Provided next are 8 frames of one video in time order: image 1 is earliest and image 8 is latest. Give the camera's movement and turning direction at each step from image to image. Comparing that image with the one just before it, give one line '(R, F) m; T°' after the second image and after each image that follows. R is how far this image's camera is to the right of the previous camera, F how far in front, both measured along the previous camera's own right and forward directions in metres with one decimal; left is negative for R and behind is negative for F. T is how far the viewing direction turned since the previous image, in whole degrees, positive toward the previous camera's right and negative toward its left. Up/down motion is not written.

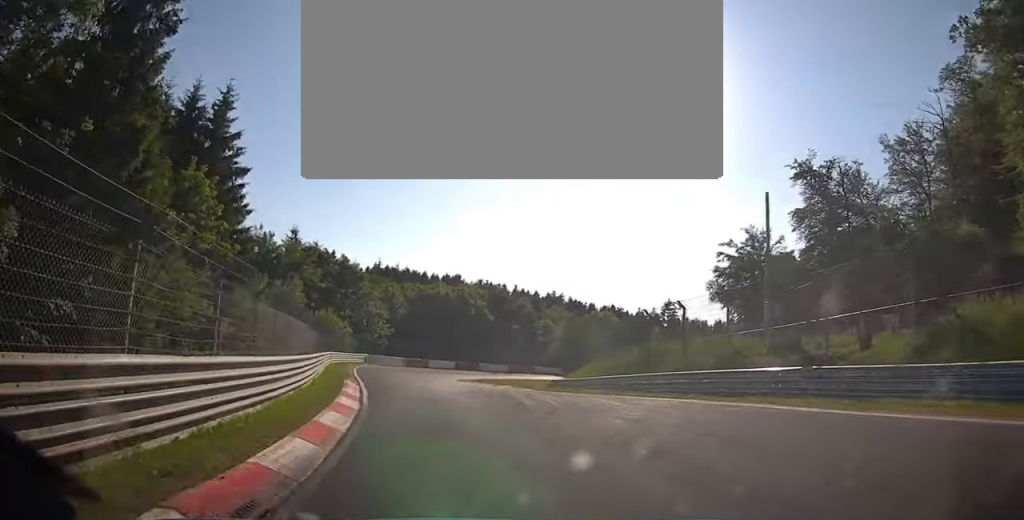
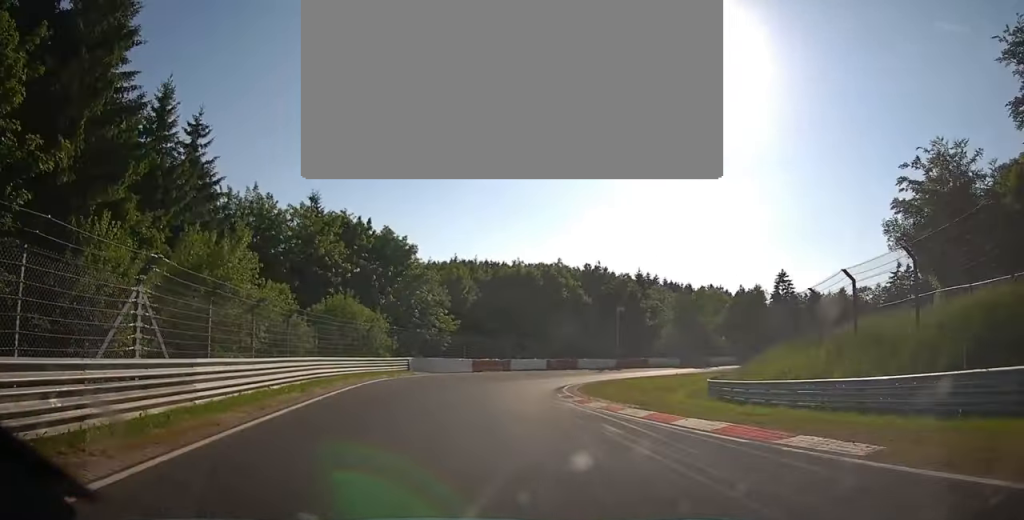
(-0.9, +20.2) m; -2°
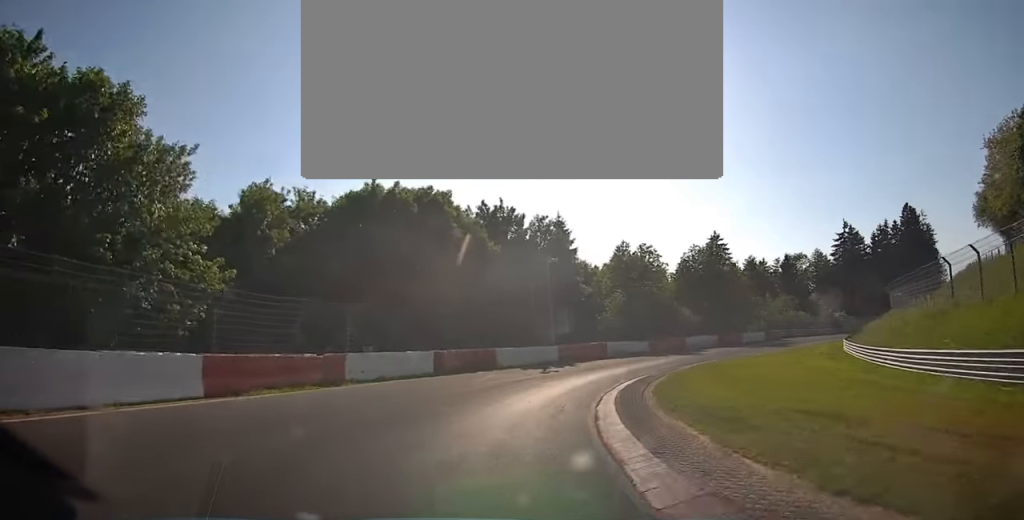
(+1.2, +32.7) m; +8°
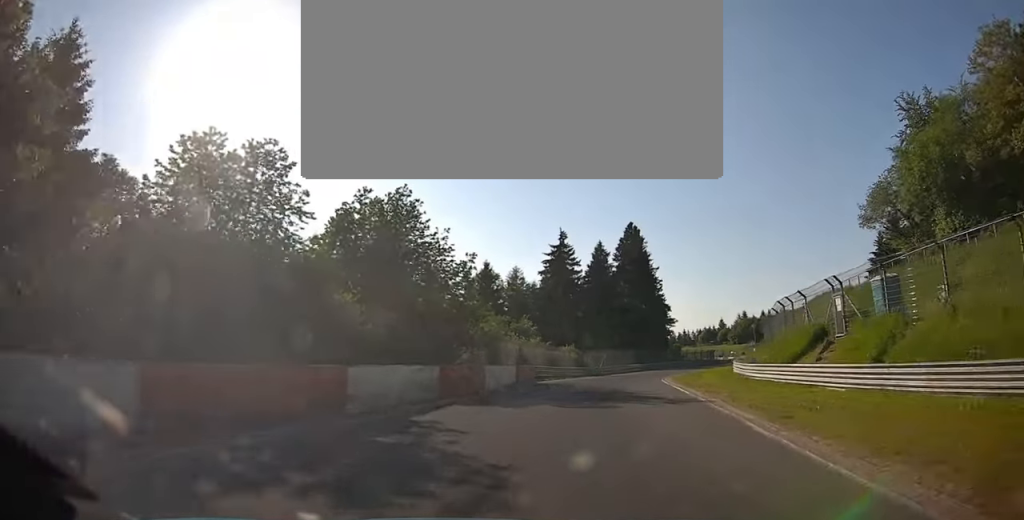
(+10.3, +41.5) m; +34°
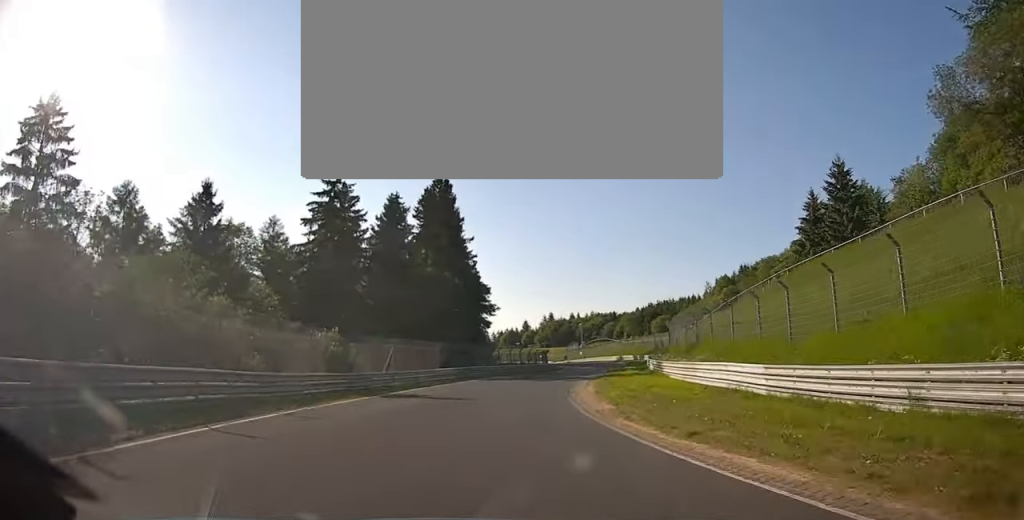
(+8.6, +34.0) m; +26°
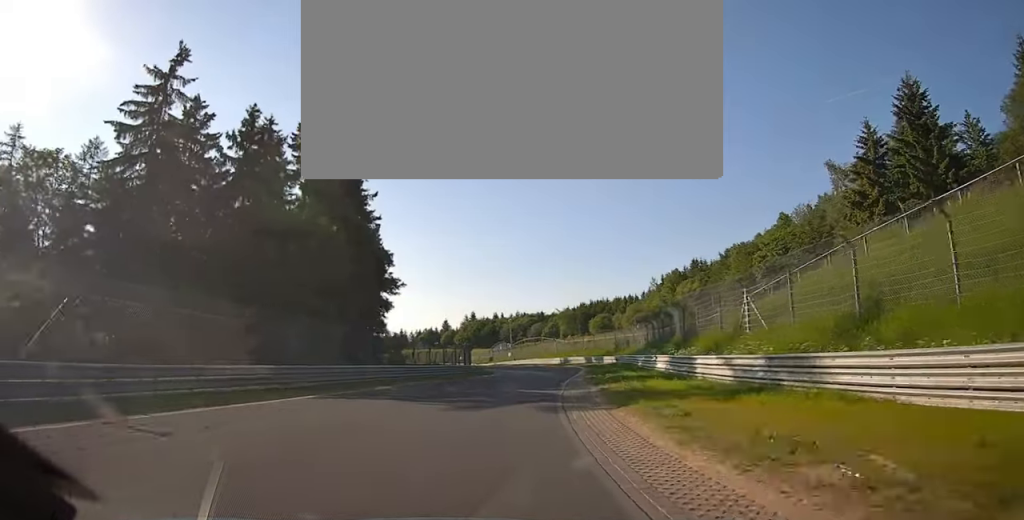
(+2.3, +24.4) m; +7°
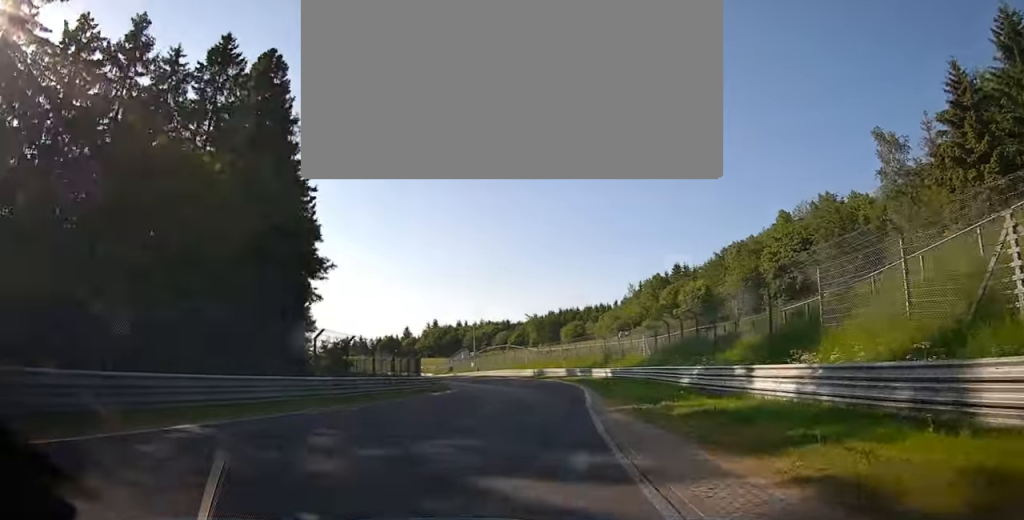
(+0.6, +14.4) m; +1°
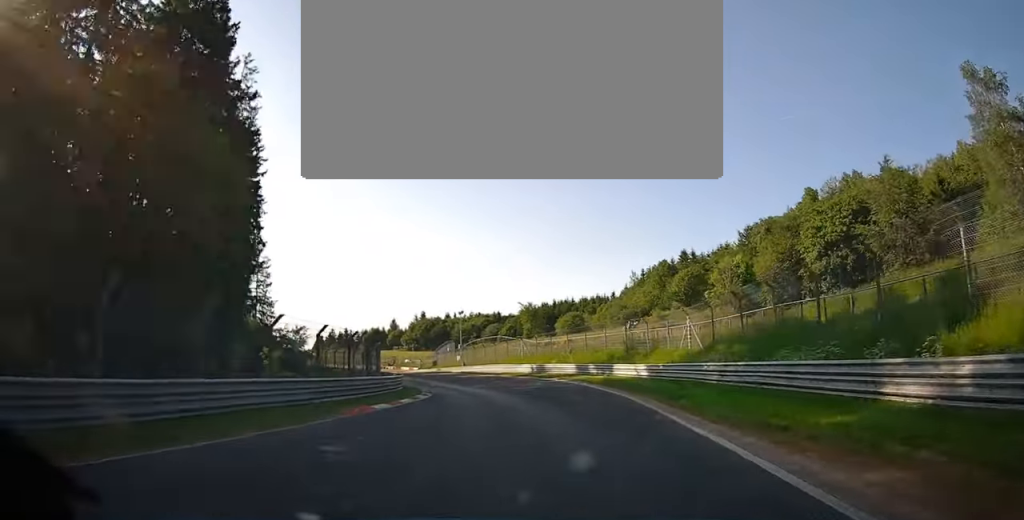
(+0.7, +13.1) m; 0°
